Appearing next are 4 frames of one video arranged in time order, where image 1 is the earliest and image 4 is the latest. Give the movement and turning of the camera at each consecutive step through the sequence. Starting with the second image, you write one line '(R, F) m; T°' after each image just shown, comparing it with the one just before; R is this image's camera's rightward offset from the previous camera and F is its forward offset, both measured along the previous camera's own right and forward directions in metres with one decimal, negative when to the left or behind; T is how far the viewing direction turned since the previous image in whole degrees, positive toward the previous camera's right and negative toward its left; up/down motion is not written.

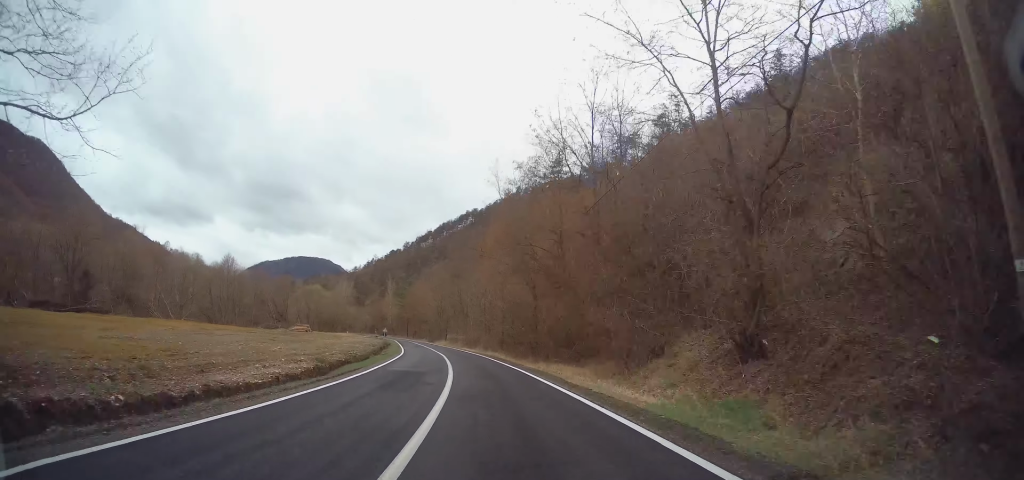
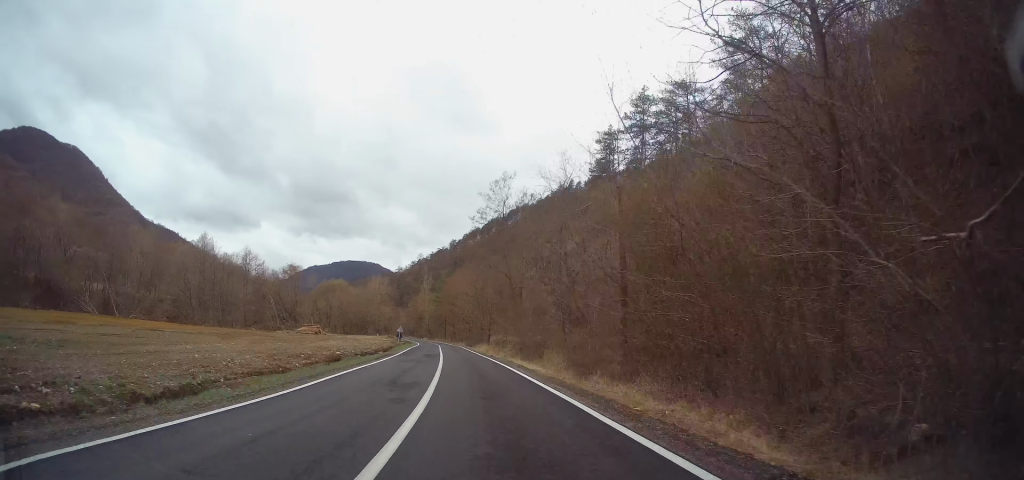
(-1.8, +32.4) m; -6°
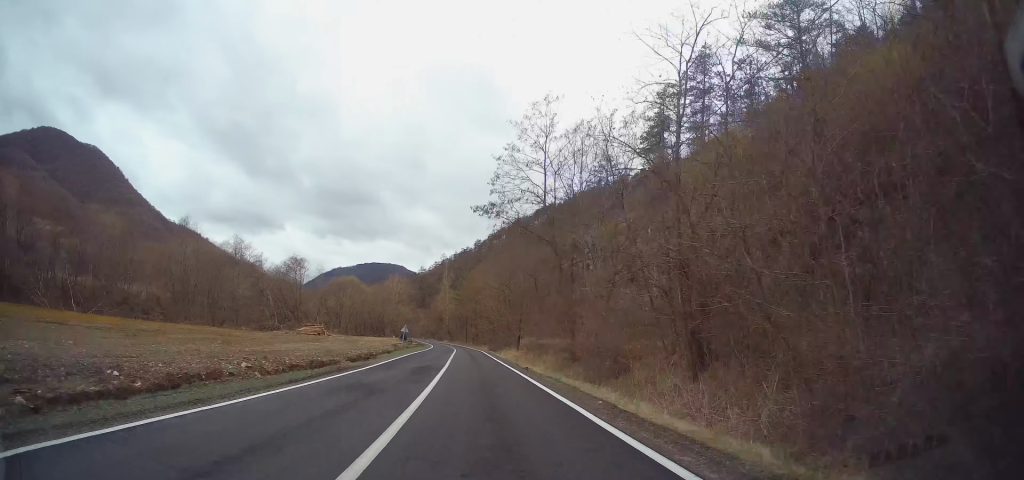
(-0.1, +15.0) m; -2°
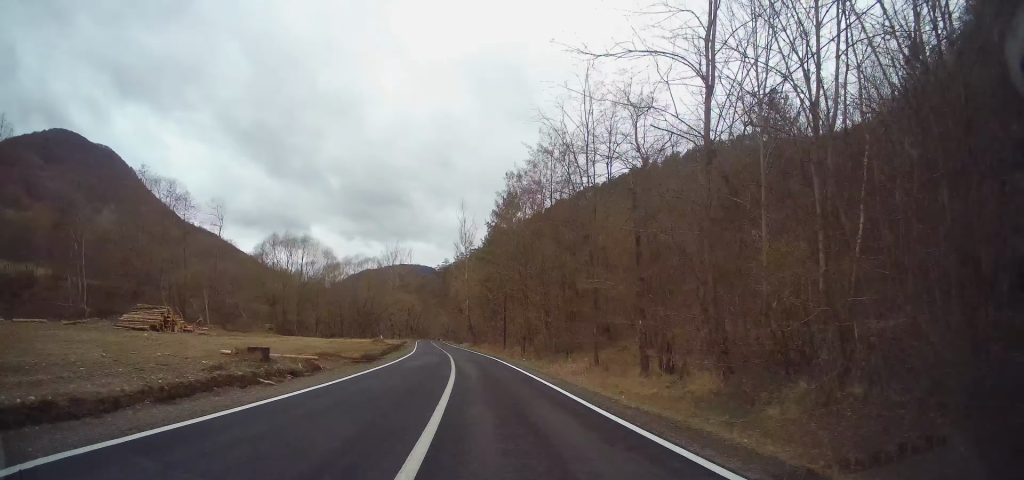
(-3.7, +65.6) m; -5°
